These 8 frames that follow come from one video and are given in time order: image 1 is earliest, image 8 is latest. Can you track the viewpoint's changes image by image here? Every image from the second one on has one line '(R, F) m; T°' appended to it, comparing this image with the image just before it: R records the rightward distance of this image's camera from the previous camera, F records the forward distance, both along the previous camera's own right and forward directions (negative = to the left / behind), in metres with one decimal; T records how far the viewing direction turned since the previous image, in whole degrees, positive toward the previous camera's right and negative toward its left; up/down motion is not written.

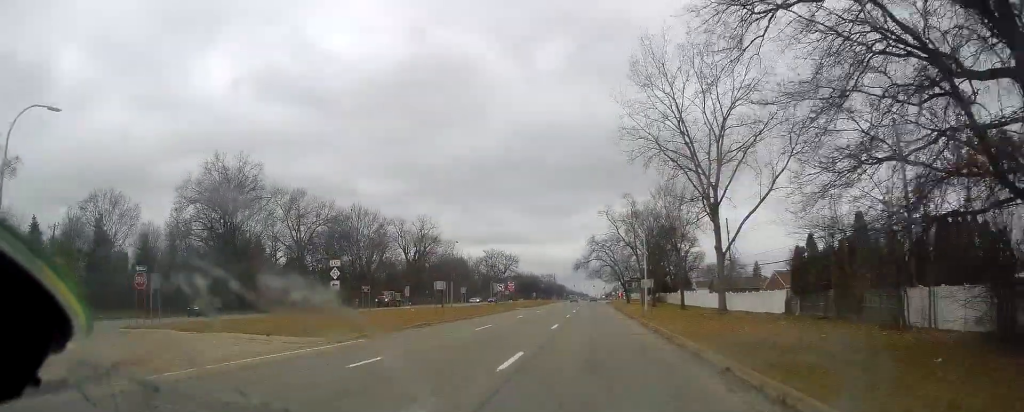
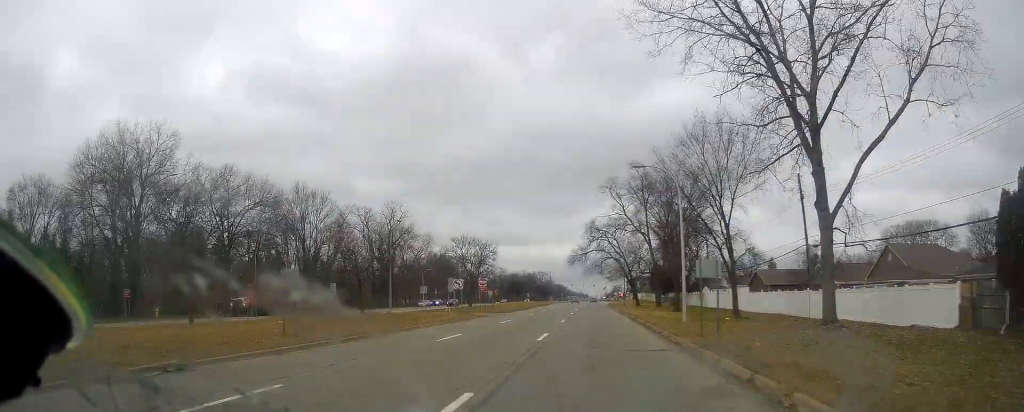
(+0.5, +23.8) m; +2°
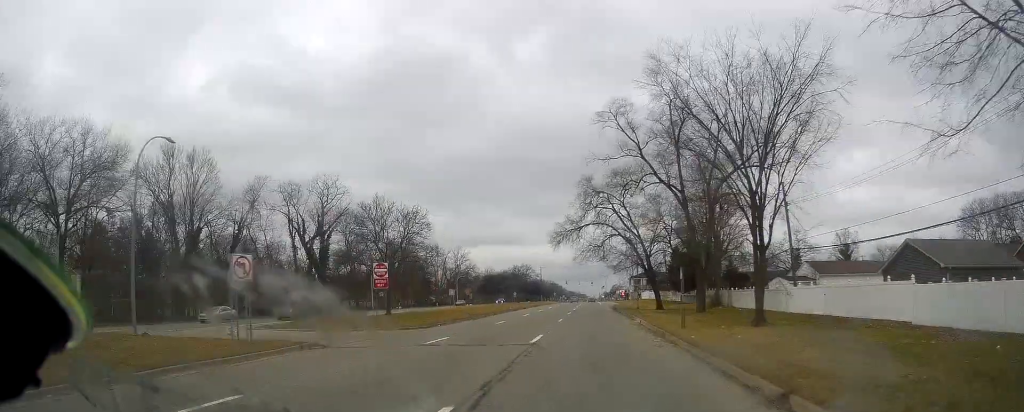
(-0.3, +32.6) m; -2°
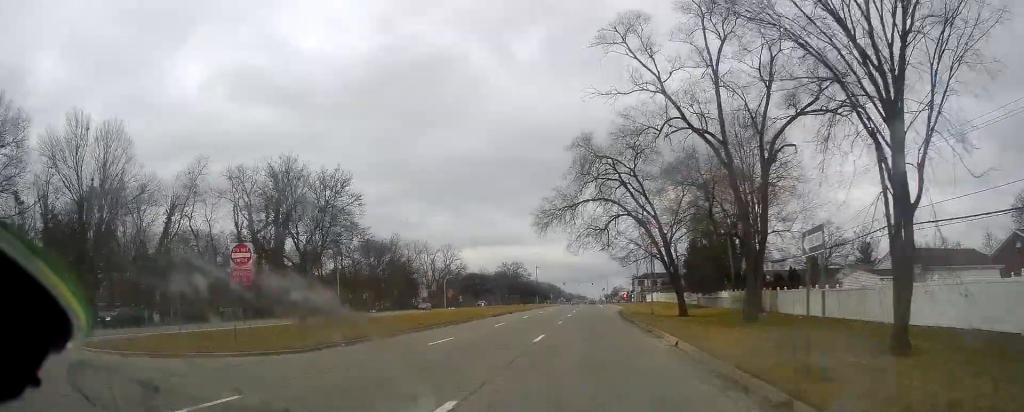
(-0.2, +15.6) m; -1°
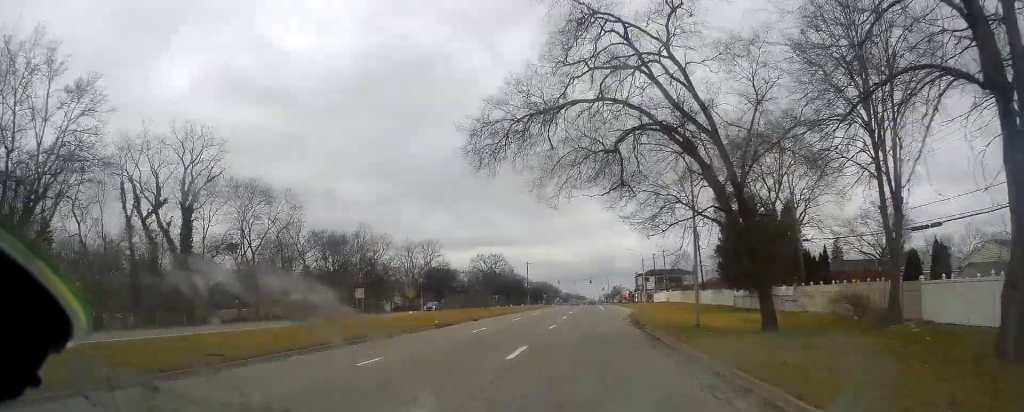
(+0.1, +22.0) m; +1°
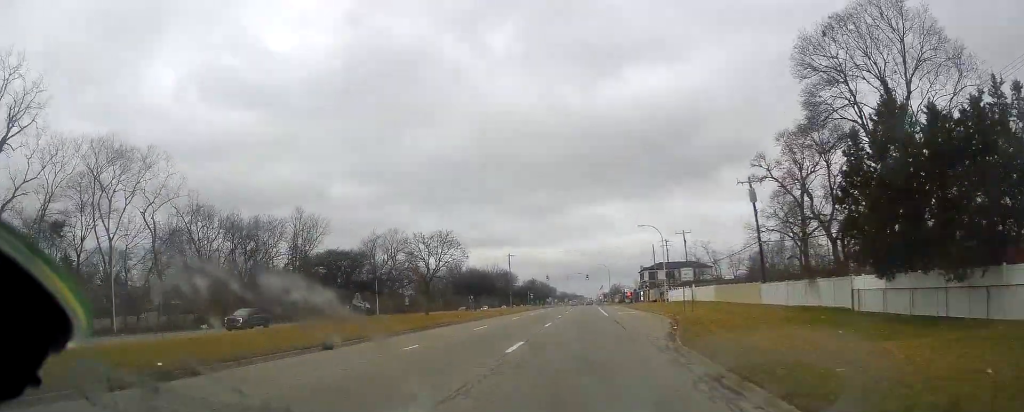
(+0.2, +29.0) m; 0°
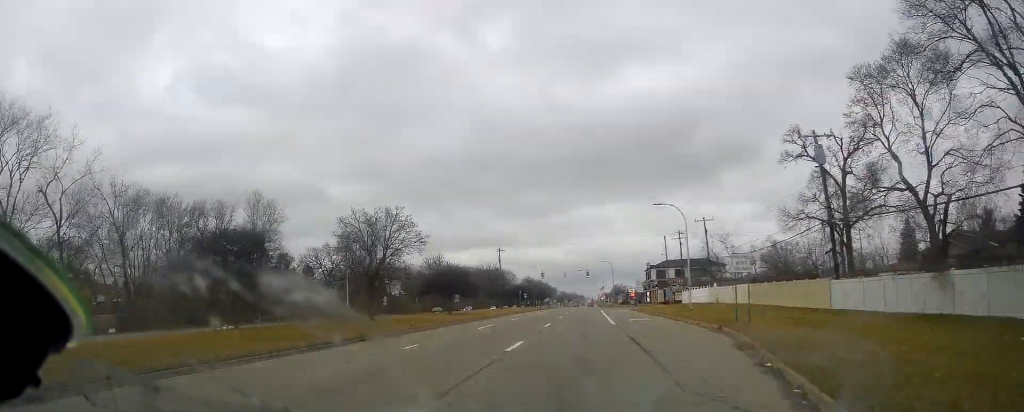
(-0.1, +15.0) m; 0°
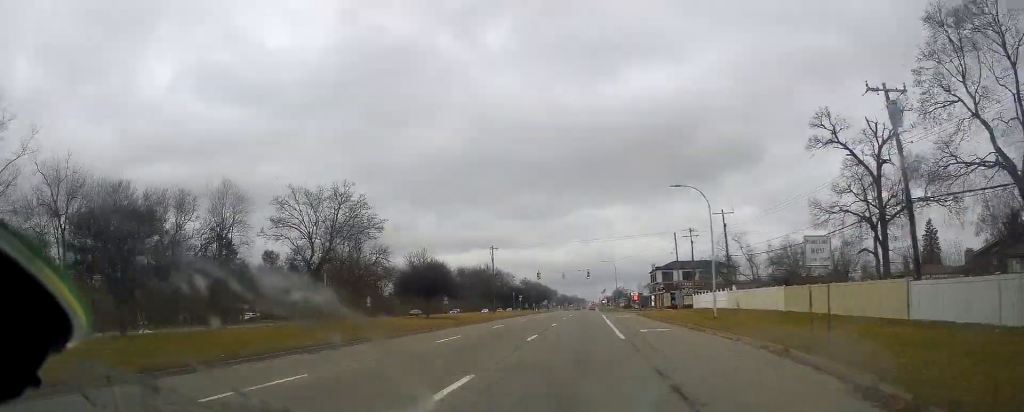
(+0.2, +9.3) m; 0°
